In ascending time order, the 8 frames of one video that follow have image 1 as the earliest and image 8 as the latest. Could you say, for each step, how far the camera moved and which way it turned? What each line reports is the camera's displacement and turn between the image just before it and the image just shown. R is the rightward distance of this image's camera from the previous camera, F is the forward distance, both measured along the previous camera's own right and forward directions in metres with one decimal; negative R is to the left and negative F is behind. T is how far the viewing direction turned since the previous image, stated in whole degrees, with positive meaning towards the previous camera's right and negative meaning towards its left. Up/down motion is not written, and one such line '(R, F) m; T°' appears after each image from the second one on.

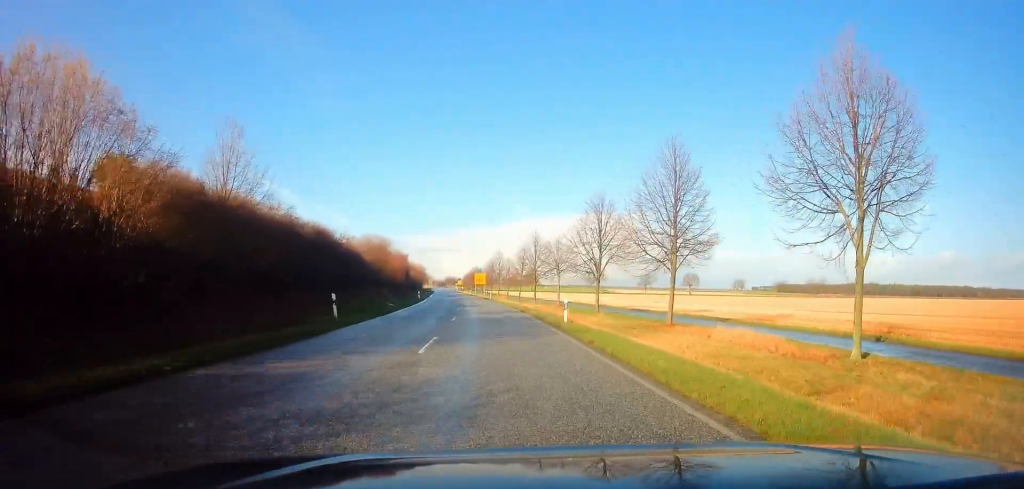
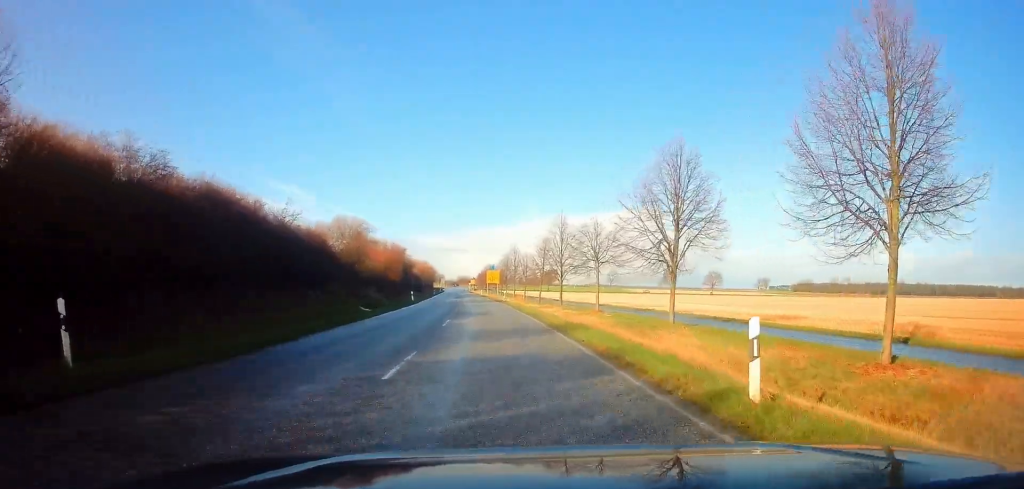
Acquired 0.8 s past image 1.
(-0.4, +15.8) m; -2°
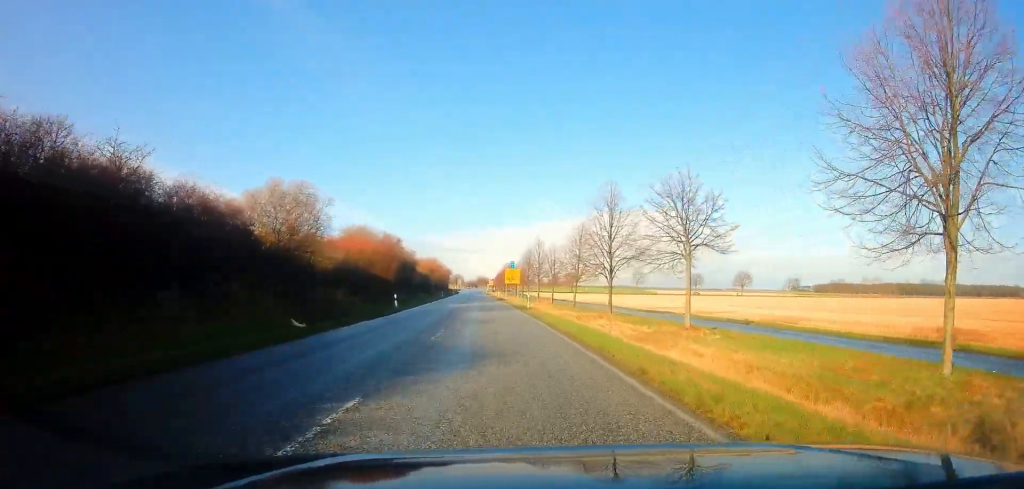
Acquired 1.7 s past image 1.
(-0.3, +17.1) m; -2°
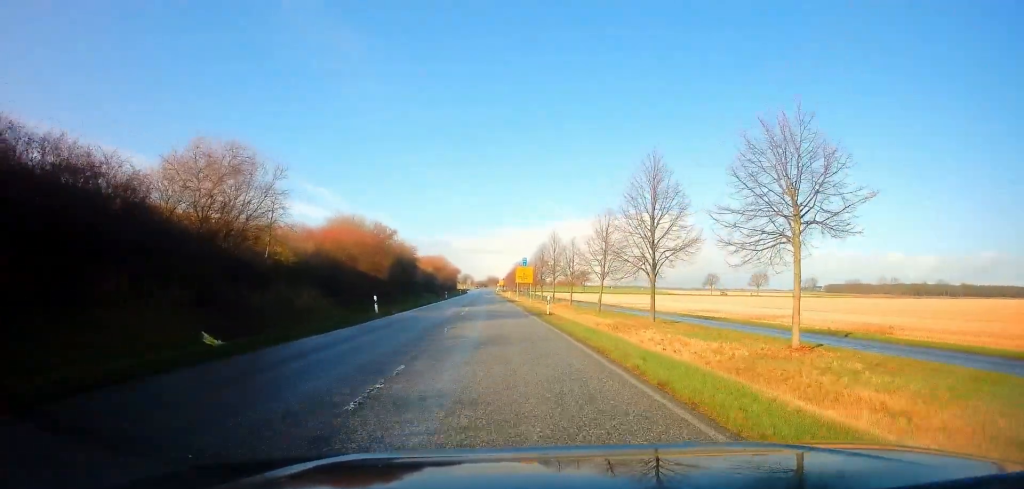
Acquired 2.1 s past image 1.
(0.0, +8.9) m; -1°
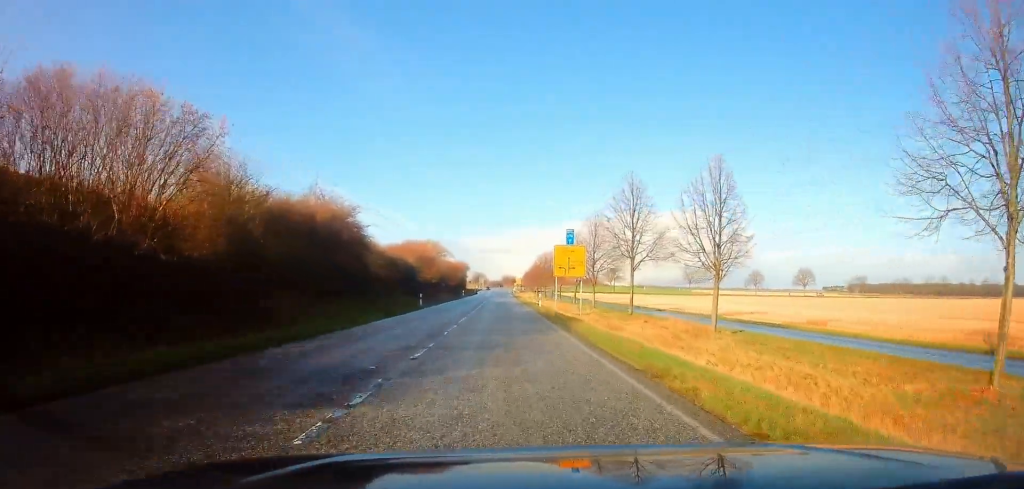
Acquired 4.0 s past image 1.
(-0.6, +37.6) m; -1°
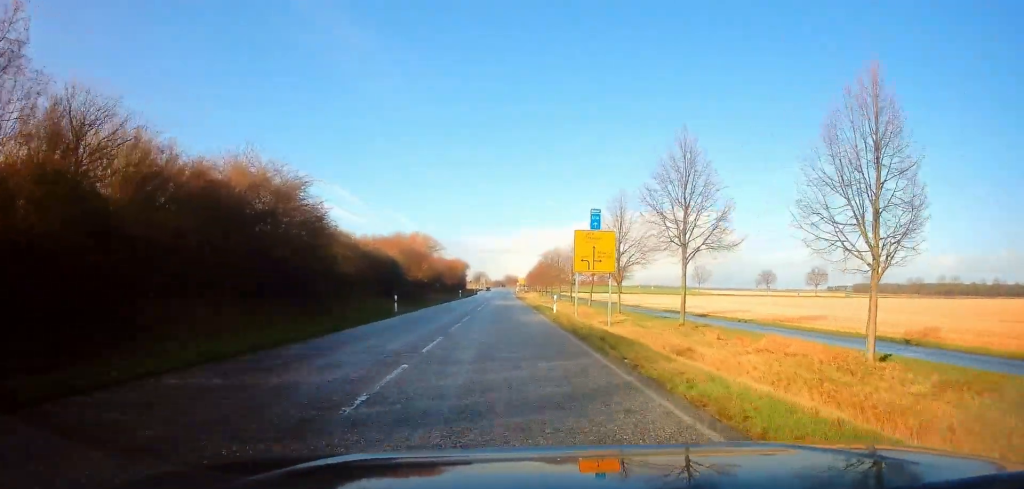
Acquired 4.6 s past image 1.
(0.0, +10.6) m; -1°
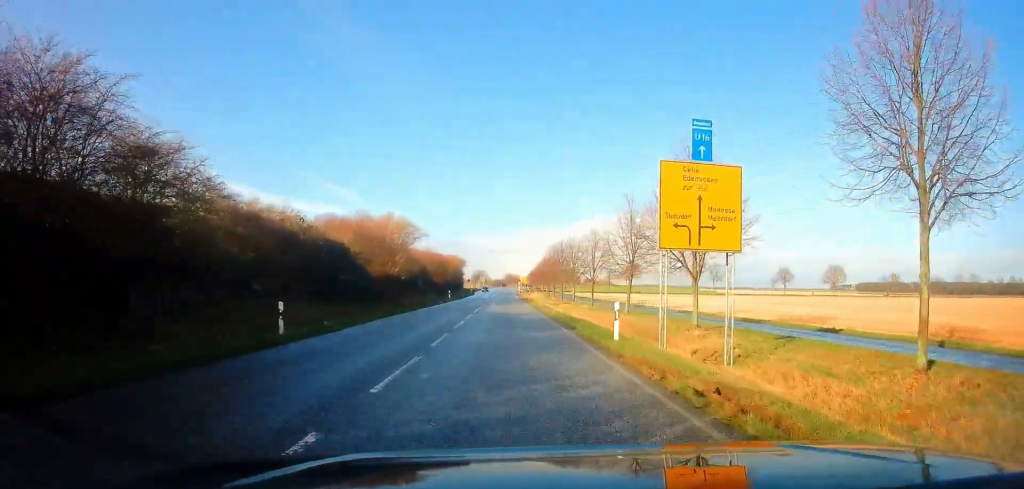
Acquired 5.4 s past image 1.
(-0.1, +16.8) m; -1°
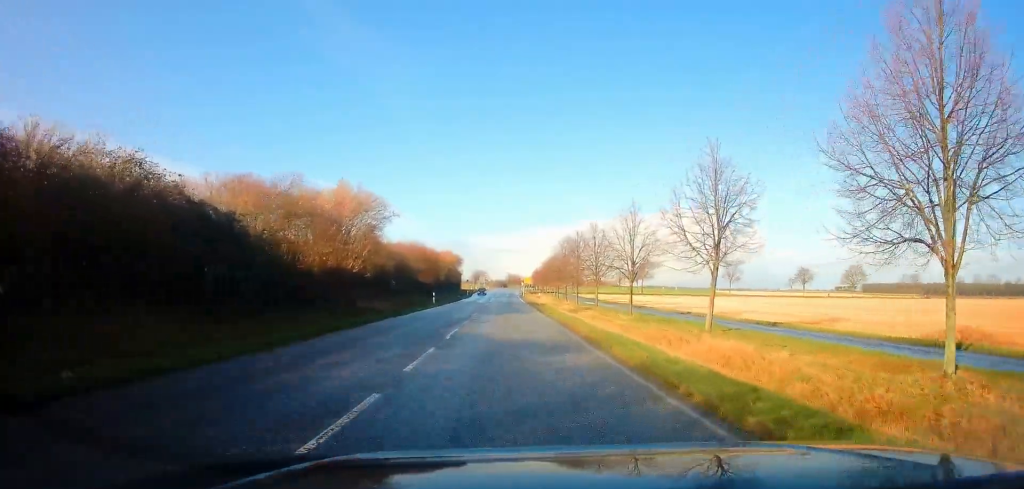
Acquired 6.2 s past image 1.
(-0.4, +15.7) m; 0°
